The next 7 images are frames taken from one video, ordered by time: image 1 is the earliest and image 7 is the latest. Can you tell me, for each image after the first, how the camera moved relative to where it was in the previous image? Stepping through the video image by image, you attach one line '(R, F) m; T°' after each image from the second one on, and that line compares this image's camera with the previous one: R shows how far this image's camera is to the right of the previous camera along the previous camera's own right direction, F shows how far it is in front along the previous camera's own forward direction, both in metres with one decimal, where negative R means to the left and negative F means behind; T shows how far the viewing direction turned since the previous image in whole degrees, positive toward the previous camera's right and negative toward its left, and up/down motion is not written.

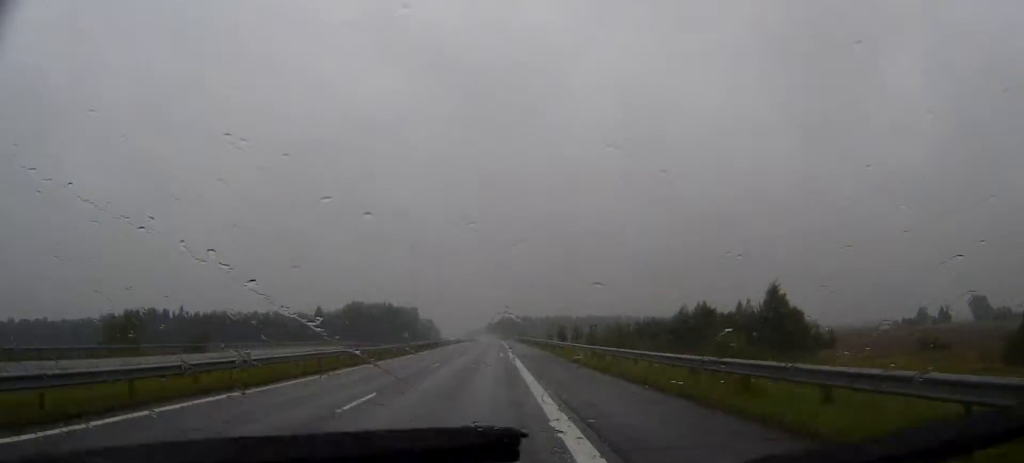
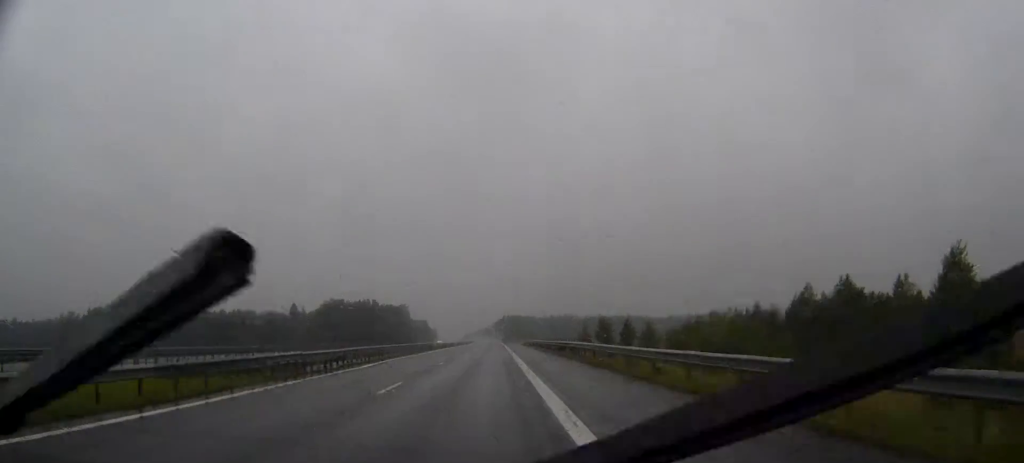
(-0.1, +59.9) m; 0°
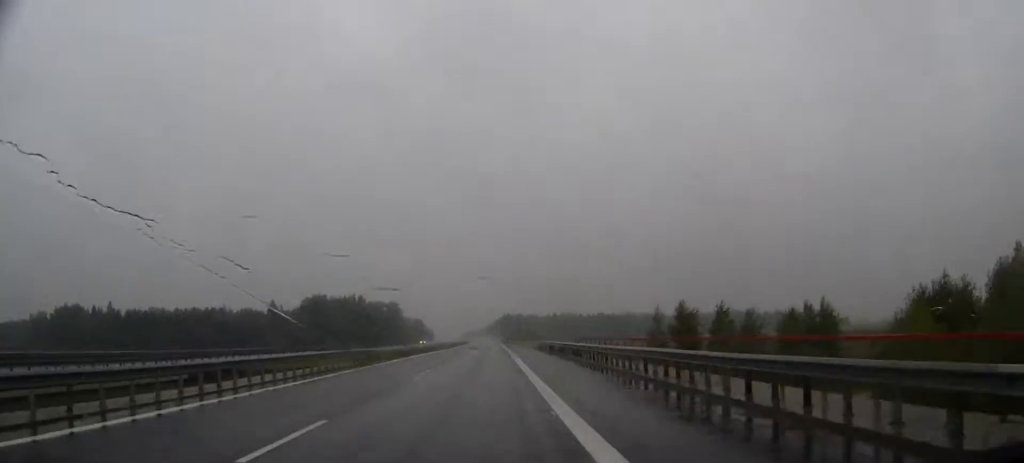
(-0.1, +41.2) m; 0°
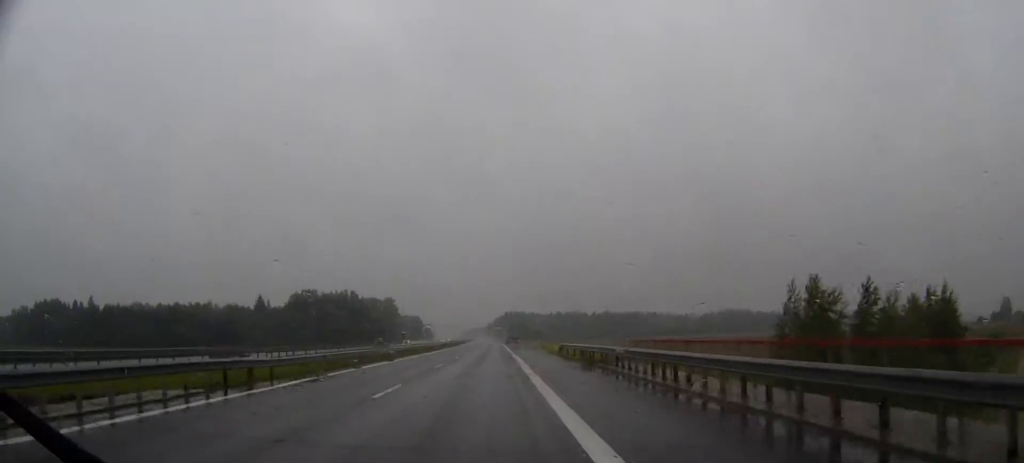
(+0.1, +23.4) m; 0°
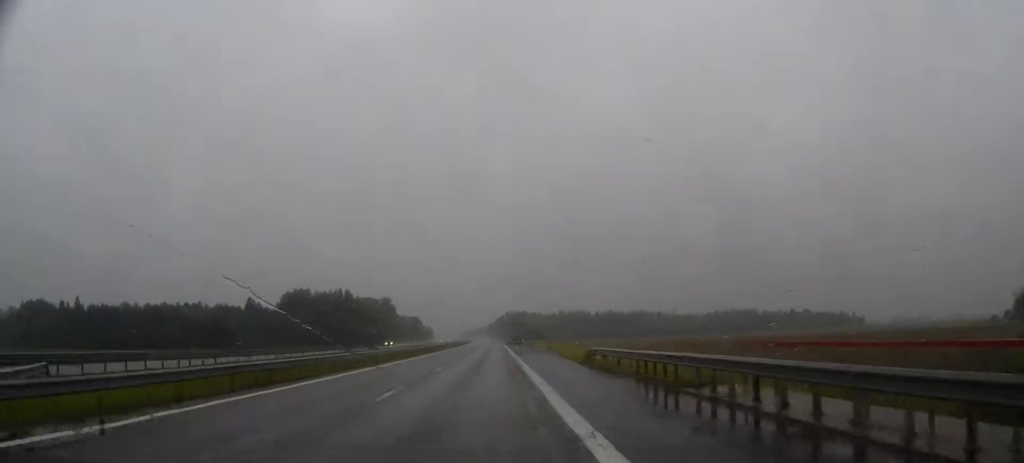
(0.0, +16.0) m; 0°
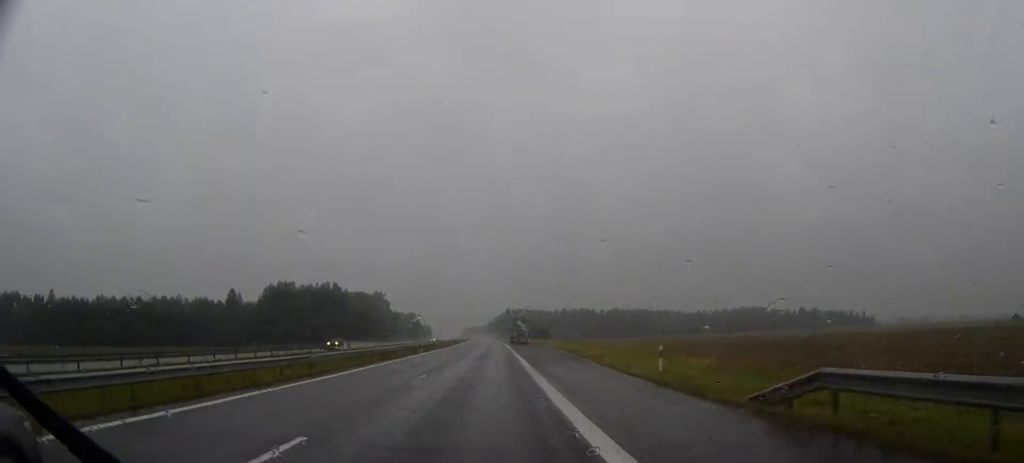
(0.0, +26.2) m; 0°
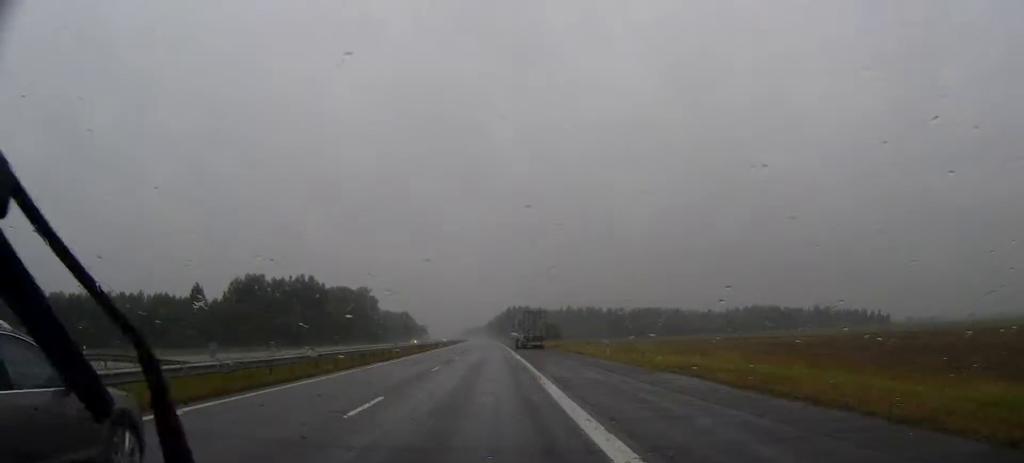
(+0.1, +41.3) m; 0°
